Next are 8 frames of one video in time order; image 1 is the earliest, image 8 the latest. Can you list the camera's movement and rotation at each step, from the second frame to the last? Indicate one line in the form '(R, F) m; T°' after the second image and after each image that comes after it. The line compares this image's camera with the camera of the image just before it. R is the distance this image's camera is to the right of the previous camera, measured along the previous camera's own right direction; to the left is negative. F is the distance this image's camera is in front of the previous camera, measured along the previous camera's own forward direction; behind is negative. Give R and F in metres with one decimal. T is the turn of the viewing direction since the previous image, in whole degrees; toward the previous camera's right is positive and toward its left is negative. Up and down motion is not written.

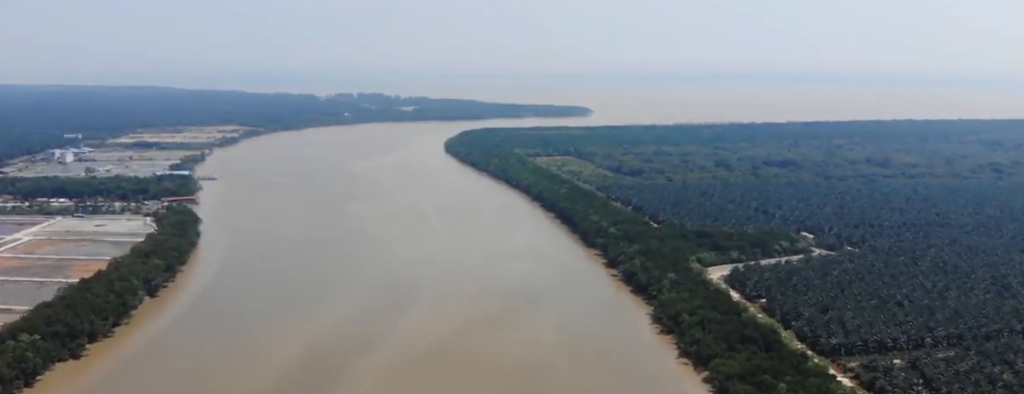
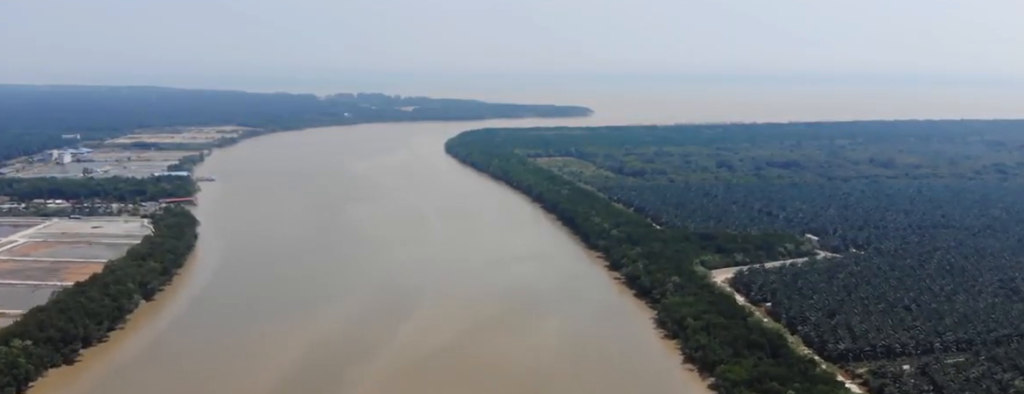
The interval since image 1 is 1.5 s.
(+0.1, +8.8) m; +1°
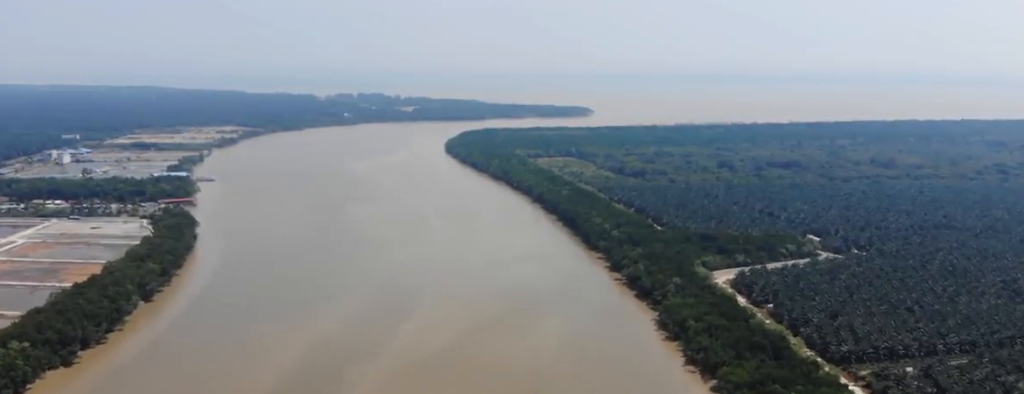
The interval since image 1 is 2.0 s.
(0.0, +3.0) m; 0°
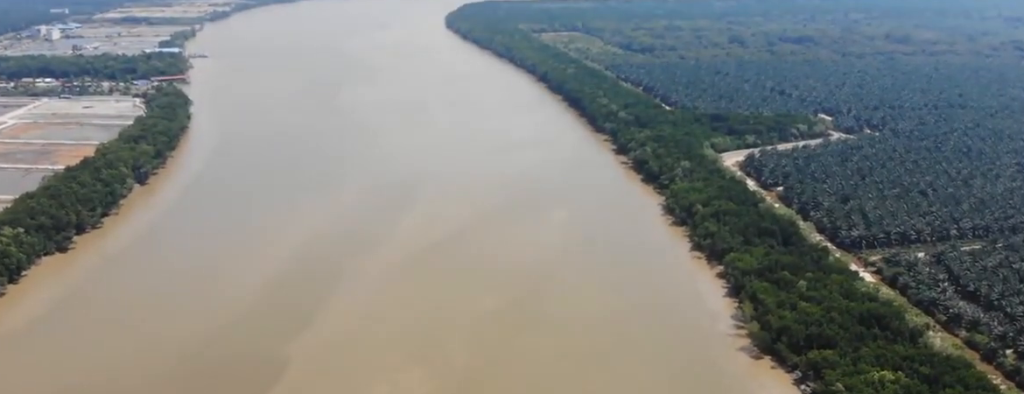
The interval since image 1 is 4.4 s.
(-0.1, +14.4) m; 0°
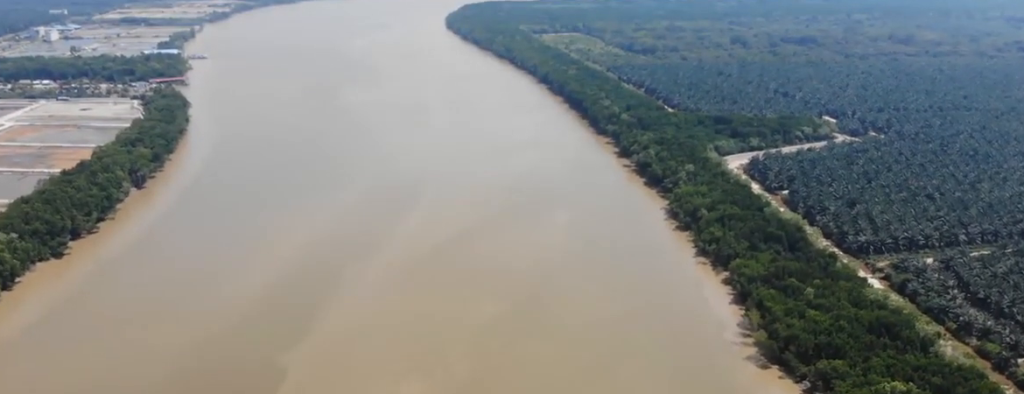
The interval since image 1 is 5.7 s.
(0.0, +7.5) m; 0°
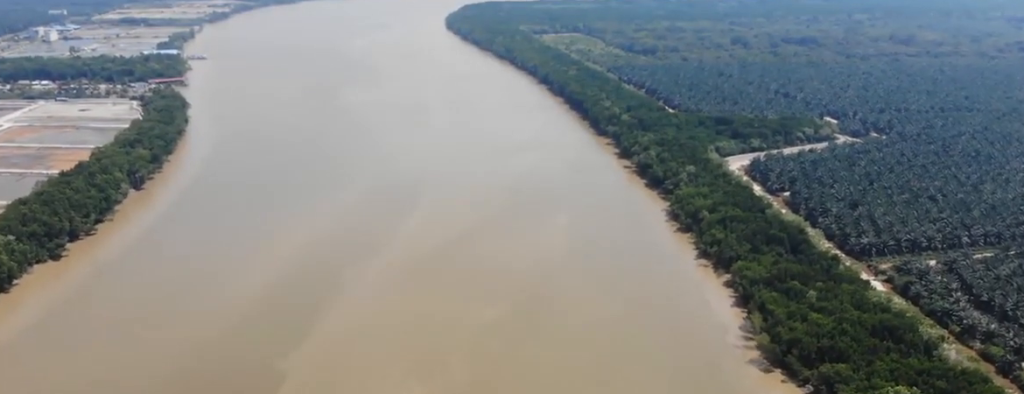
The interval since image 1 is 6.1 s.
(0.0, +2.7) m; 0°
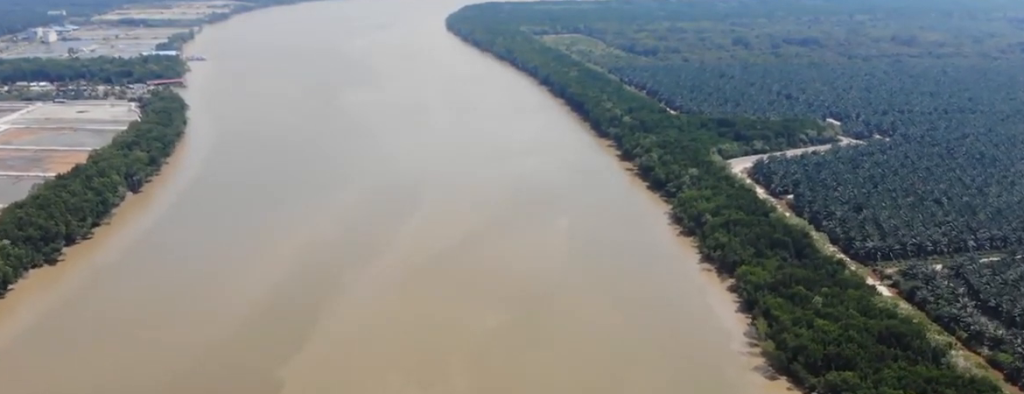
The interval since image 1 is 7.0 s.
(0.0, +5.2) m; -1°
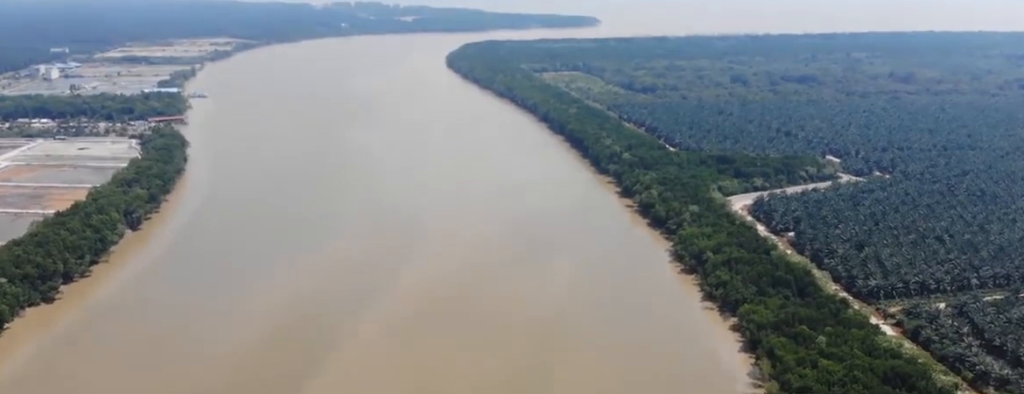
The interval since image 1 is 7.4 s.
(0.0, +2.3) m; 0°
